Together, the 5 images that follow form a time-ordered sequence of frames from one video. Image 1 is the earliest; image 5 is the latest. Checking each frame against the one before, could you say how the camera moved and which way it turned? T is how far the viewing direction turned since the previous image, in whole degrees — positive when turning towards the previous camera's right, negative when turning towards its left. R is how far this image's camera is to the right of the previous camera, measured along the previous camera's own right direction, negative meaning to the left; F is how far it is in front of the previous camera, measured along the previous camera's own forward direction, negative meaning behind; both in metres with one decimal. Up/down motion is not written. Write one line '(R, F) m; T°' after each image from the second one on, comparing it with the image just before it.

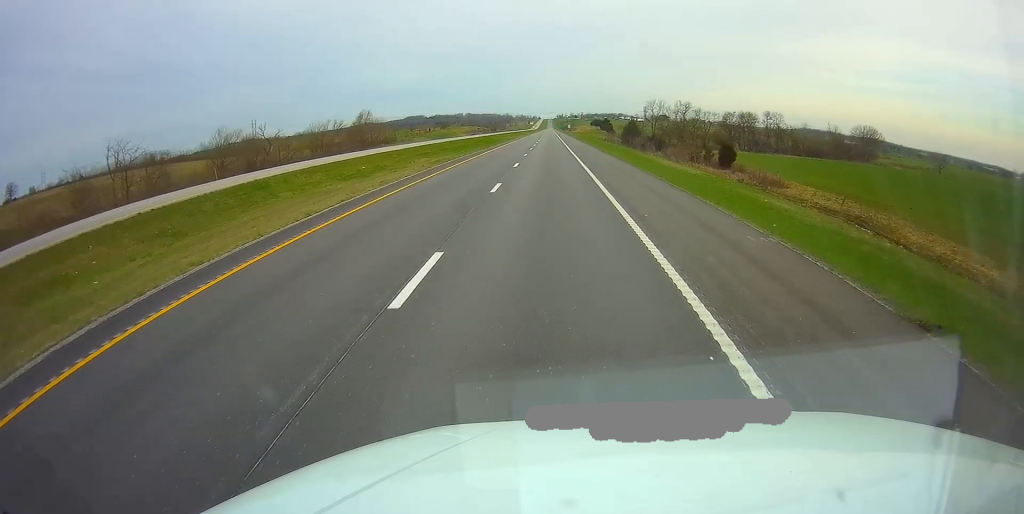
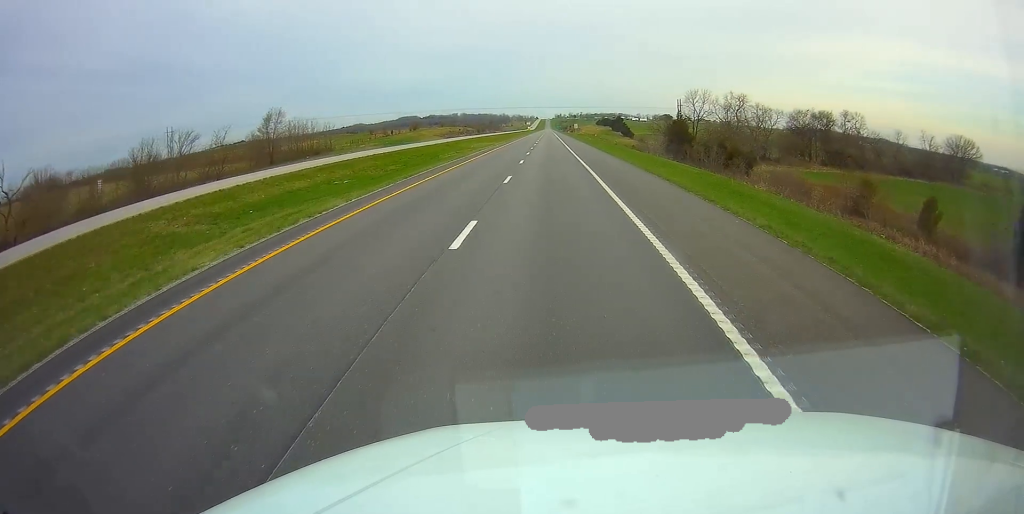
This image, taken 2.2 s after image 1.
(+0.1, +68.8) m; 0°
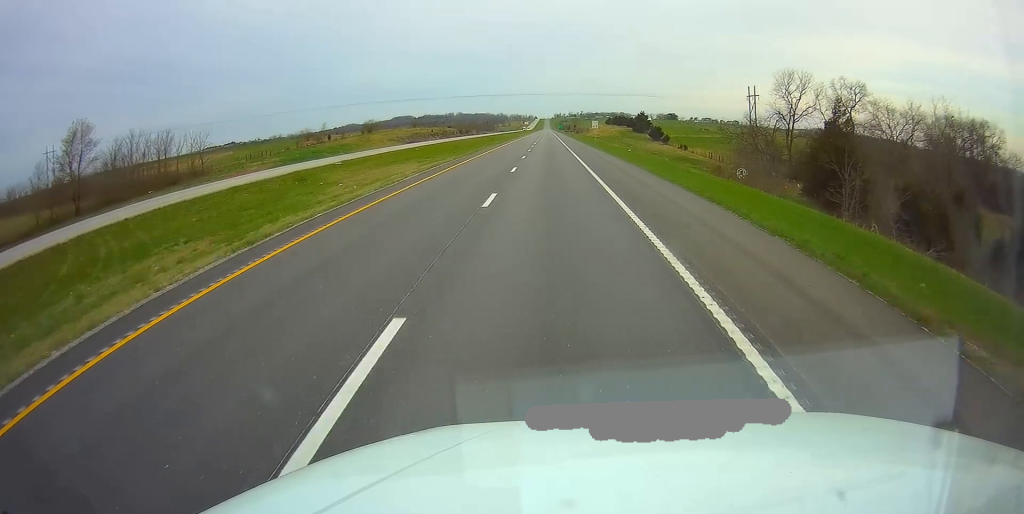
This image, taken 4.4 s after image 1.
(0.0, +66.0) m; 0°
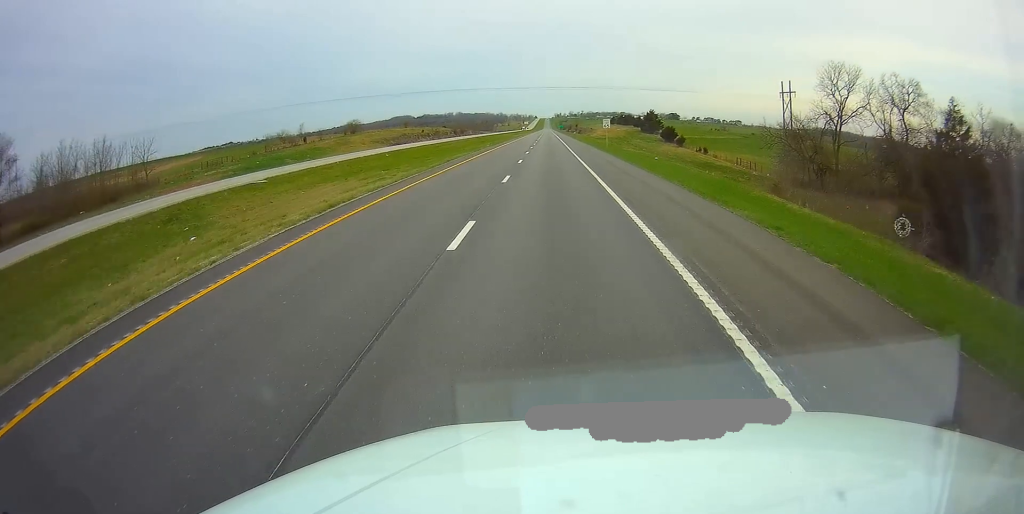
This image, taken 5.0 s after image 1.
(0.0, +16.9) m; 0°
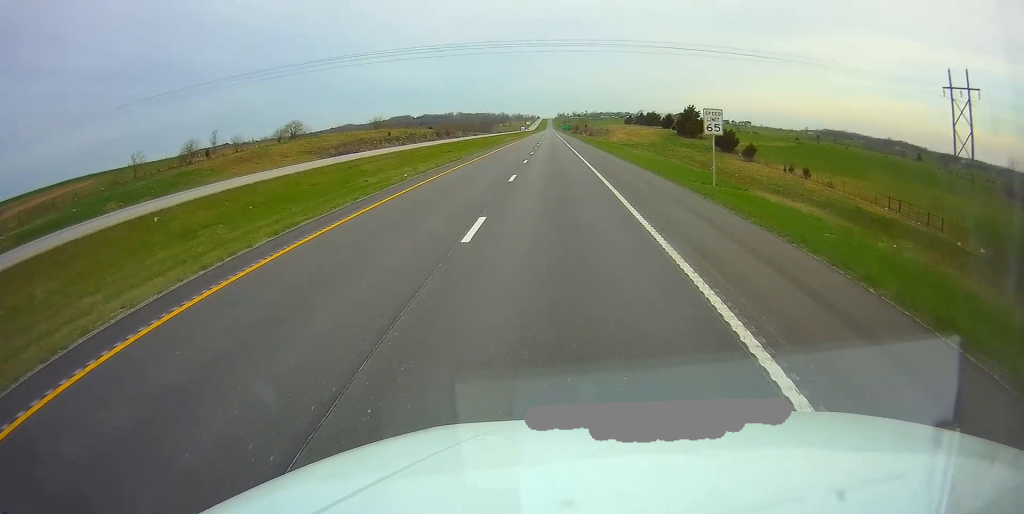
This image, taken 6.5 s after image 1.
(-0.1, +45.0) m; 0°
